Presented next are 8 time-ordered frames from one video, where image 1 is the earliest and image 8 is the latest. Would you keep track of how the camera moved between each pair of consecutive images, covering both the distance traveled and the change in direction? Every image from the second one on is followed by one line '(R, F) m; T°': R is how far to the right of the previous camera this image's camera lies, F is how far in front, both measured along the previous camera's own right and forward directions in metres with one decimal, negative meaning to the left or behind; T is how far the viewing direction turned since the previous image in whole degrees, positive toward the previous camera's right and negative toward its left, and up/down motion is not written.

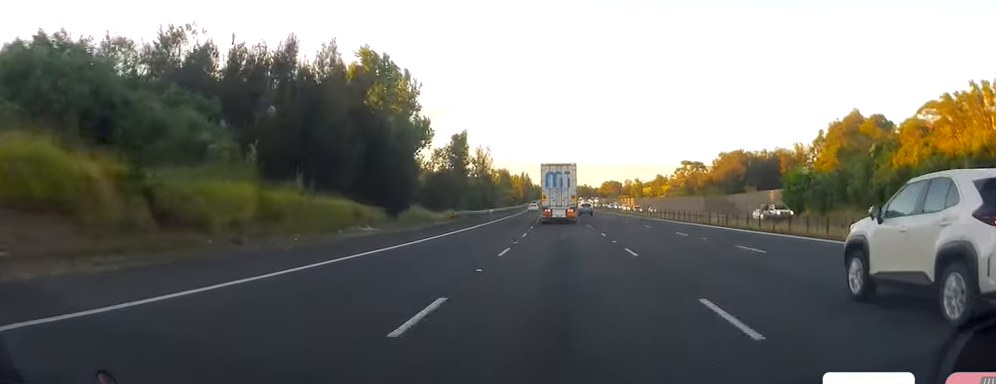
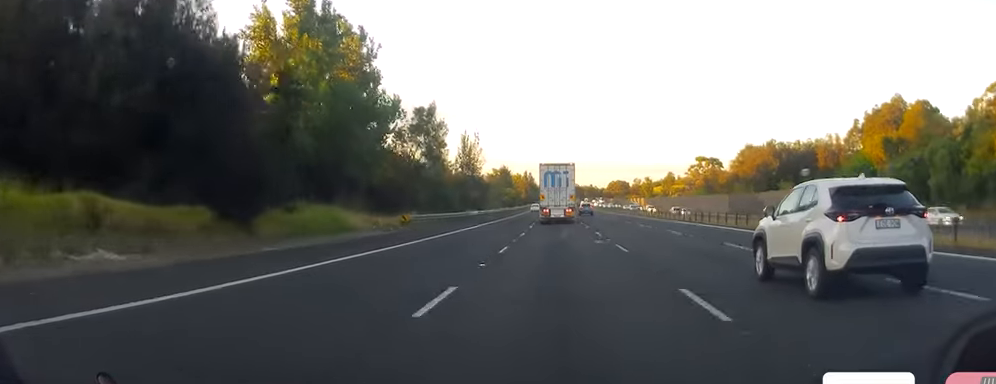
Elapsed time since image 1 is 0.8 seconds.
(-0.1, +22.7) m; -1°
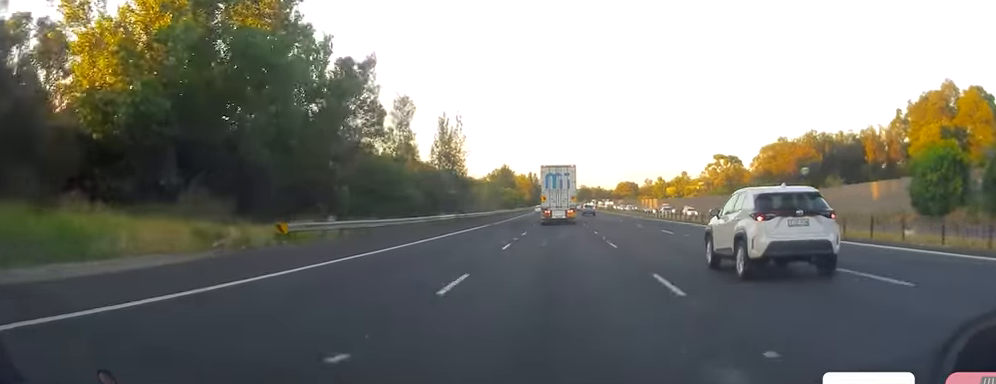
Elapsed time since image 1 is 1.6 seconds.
(-0.1, +21.7) m; 0°
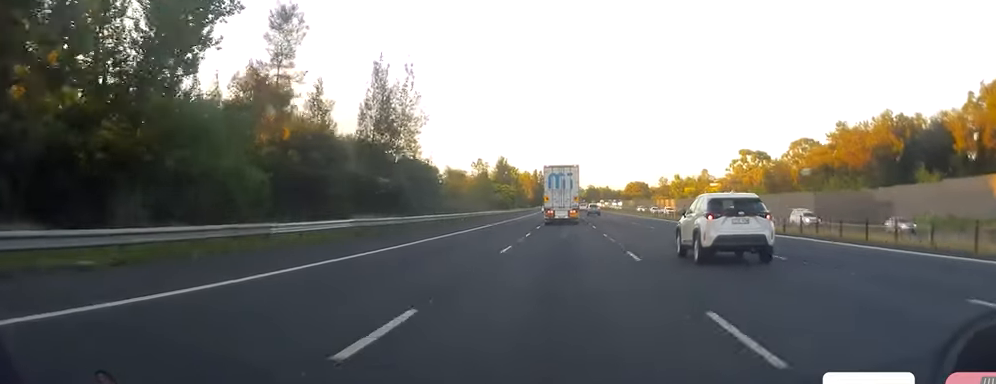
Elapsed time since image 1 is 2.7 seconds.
(+0.3, +29.0) m; 0°
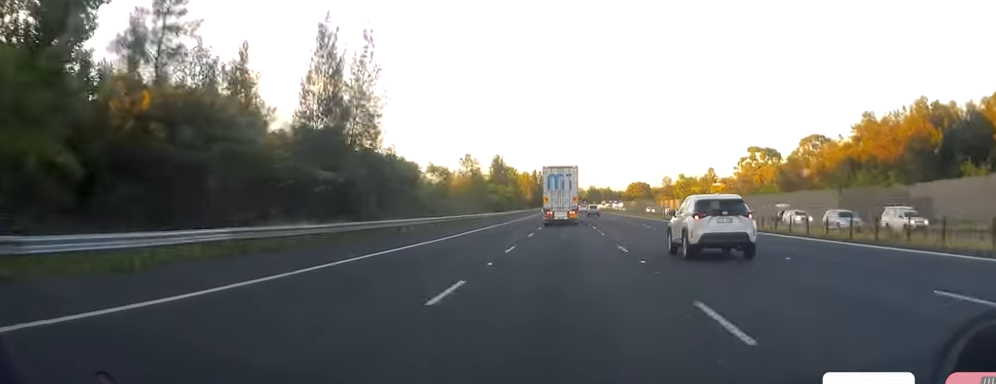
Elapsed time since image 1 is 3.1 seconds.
(+0.3, +10.9) m; 0°
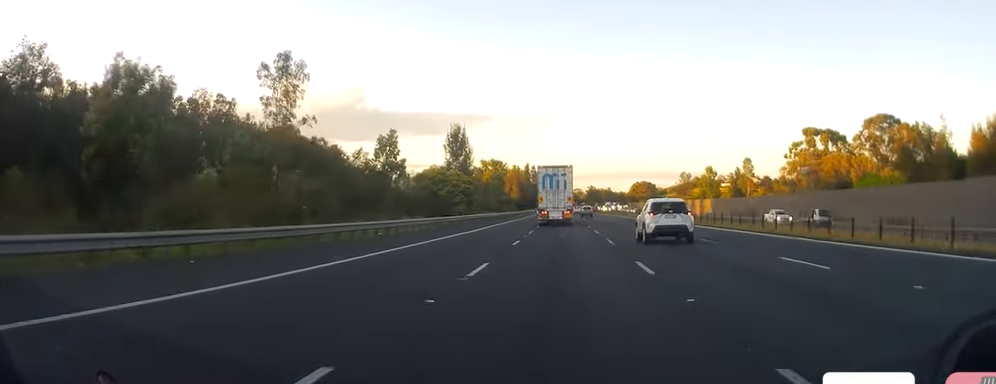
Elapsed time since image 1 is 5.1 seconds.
(-2.1, +55.3) m; -2°
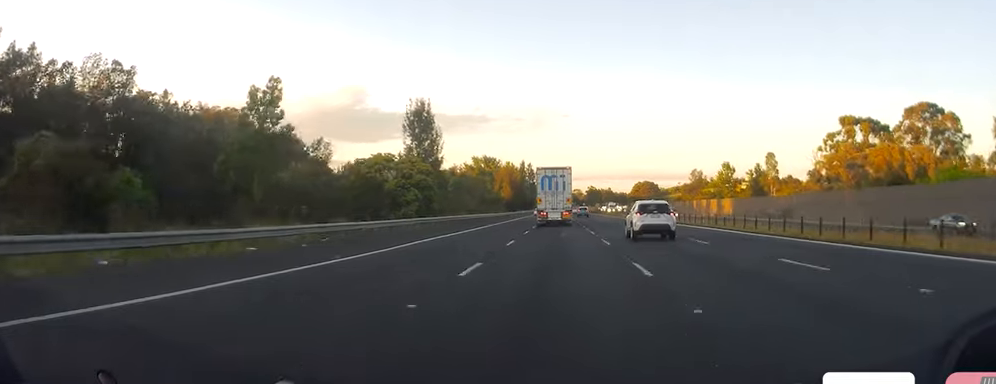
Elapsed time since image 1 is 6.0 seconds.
(+0.6, +24.4) m; +1°
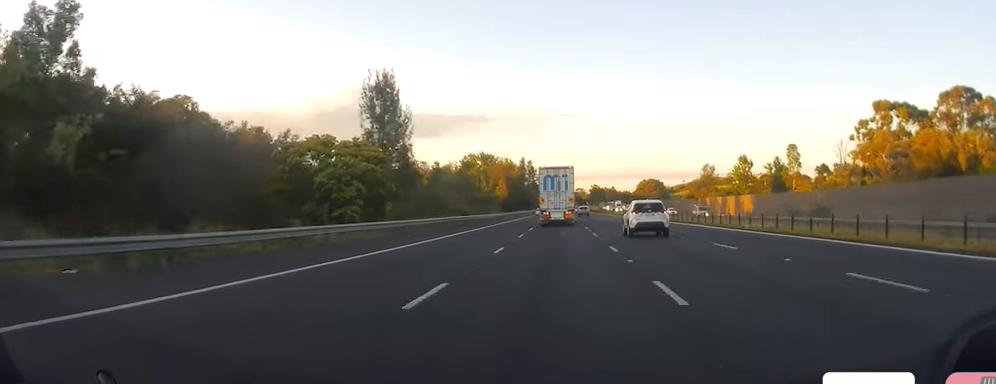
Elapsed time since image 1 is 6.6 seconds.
(-0.1, +16.3) m; -1°
